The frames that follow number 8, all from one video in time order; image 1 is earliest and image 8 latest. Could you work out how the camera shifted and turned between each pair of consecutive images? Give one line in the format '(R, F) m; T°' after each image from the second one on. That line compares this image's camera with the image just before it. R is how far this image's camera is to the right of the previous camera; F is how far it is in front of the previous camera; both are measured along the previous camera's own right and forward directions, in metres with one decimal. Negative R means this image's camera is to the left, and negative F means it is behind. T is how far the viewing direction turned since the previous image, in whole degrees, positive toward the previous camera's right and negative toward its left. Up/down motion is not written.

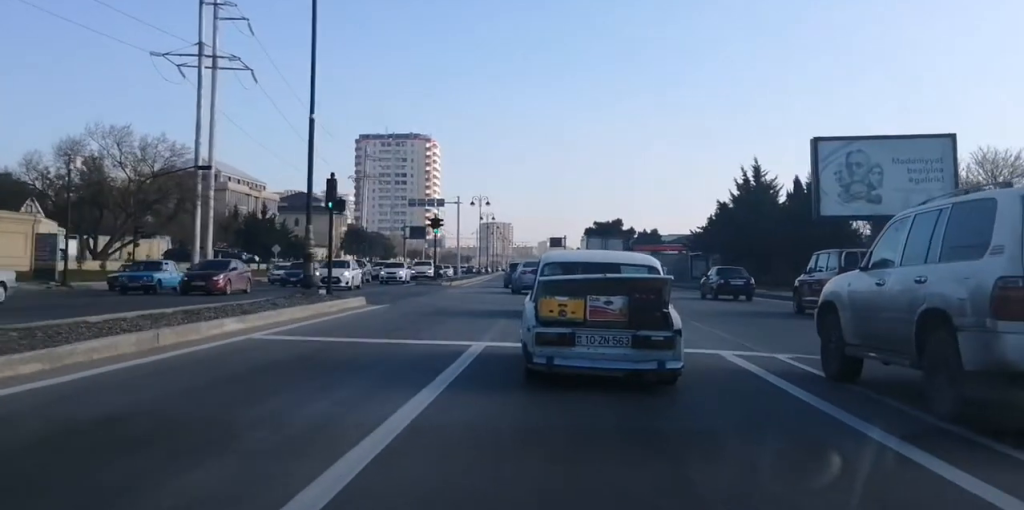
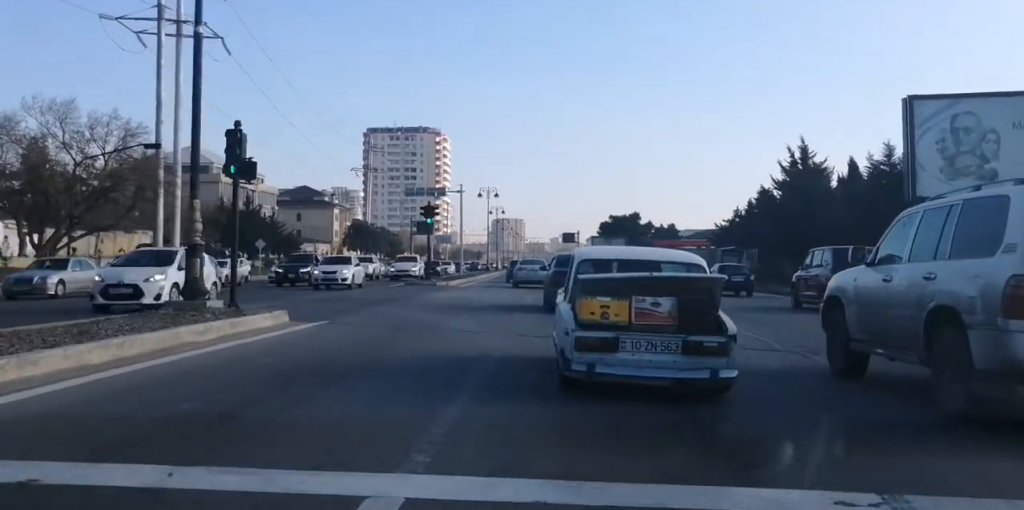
(-0.4, +9.3) m; -1°
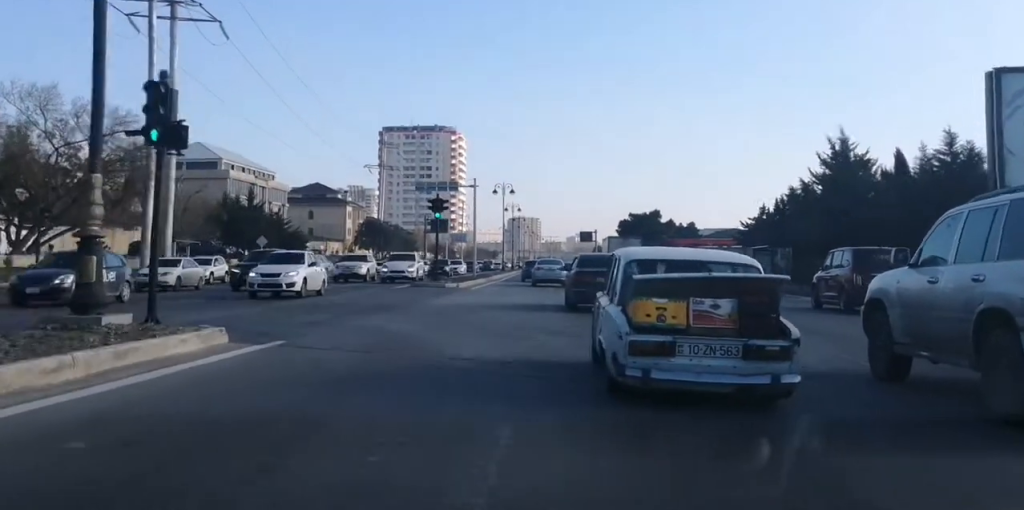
(+0.2, +4.6) m; 0°
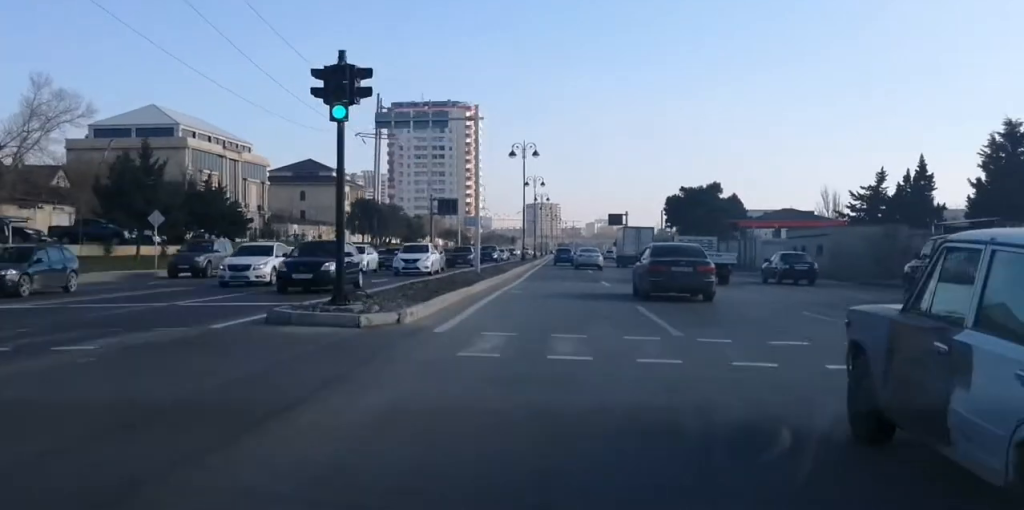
(-0.7, +27.1) m; -3°
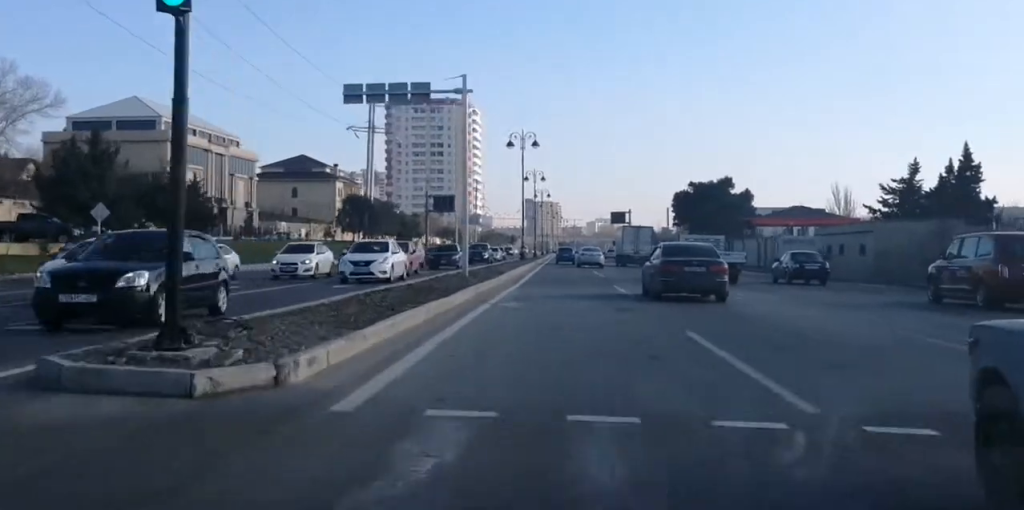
(-0.3, +6.5) m; +1°
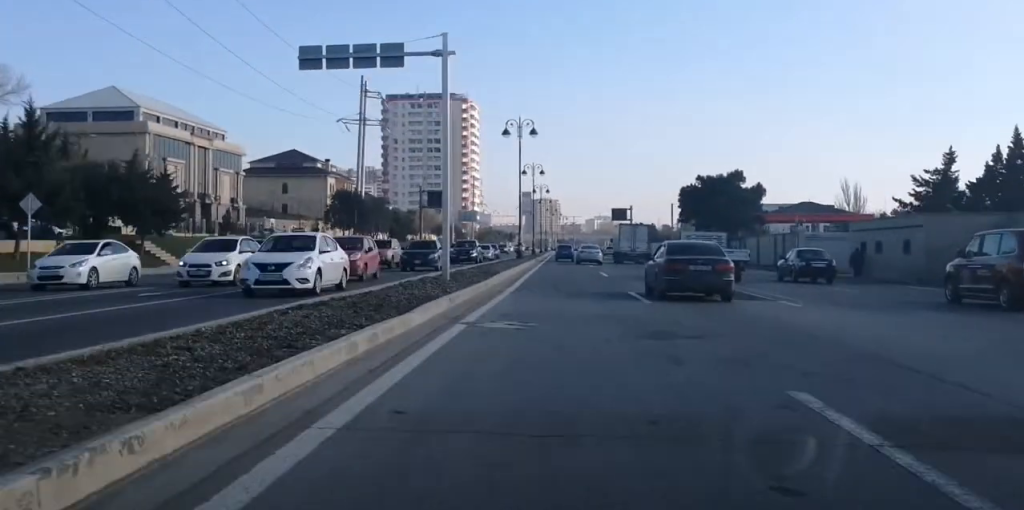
(-0.1, +5.7) m; +1°
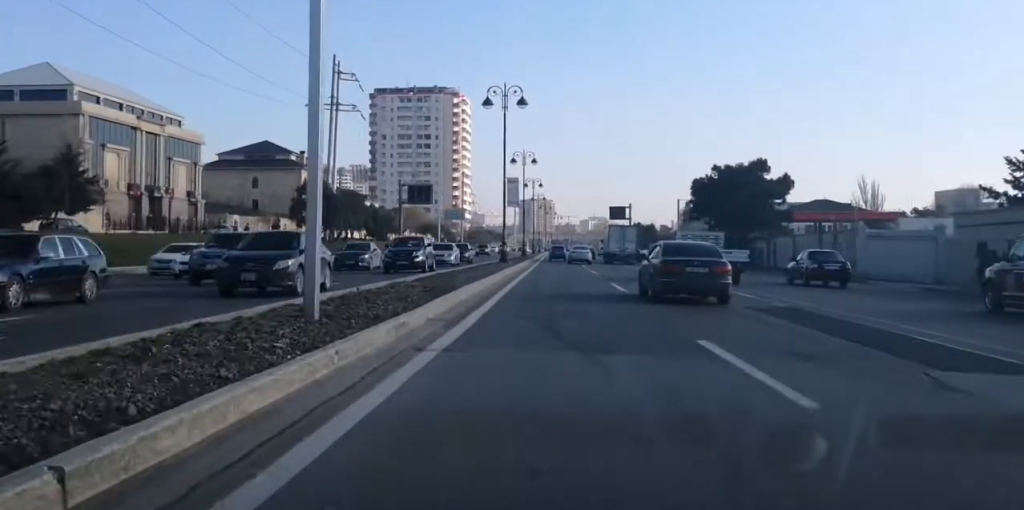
(+0.8, +14.1) m; +3°
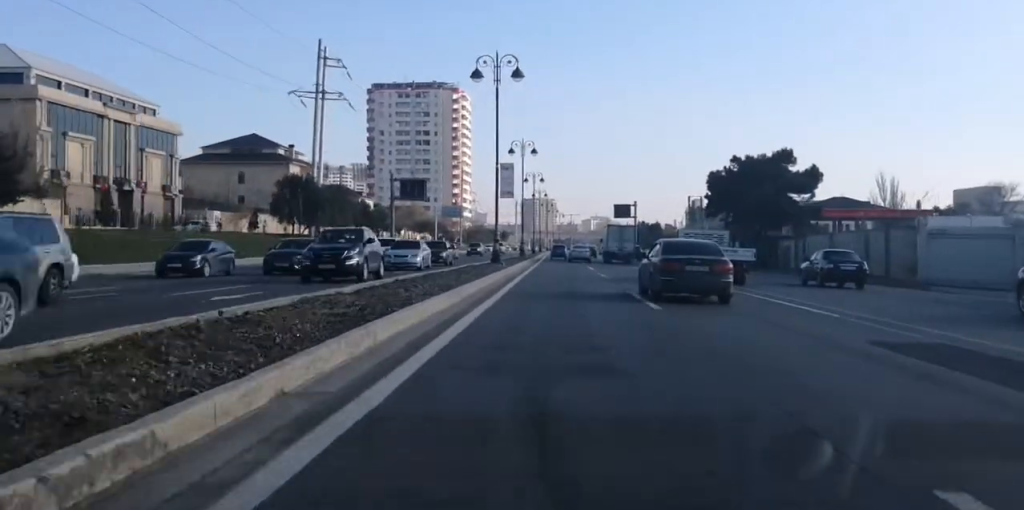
(0.0, +8.3) m; -1°
